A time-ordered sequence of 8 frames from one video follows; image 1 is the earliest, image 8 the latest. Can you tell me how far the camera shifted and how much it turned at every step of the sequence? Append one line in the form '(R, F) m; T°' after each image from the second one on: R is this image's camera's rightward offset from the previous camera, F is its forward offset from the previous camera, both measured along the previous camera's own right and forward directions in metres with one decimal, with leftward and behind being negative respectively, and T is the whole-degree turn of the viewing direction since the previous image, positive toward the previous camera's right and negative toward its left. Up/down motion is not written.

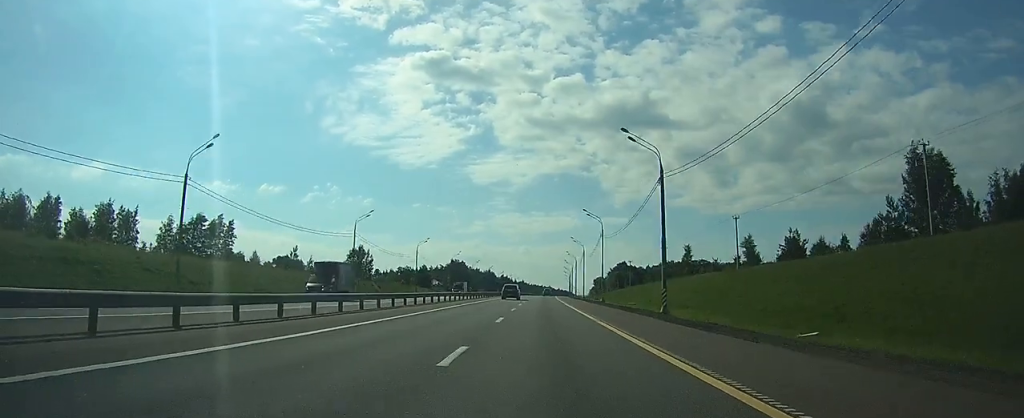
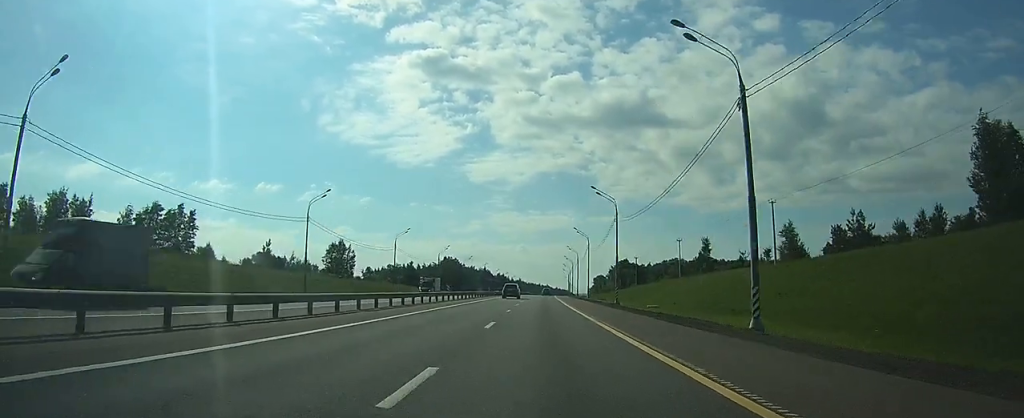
(+0.1, +15.3) m; 0°
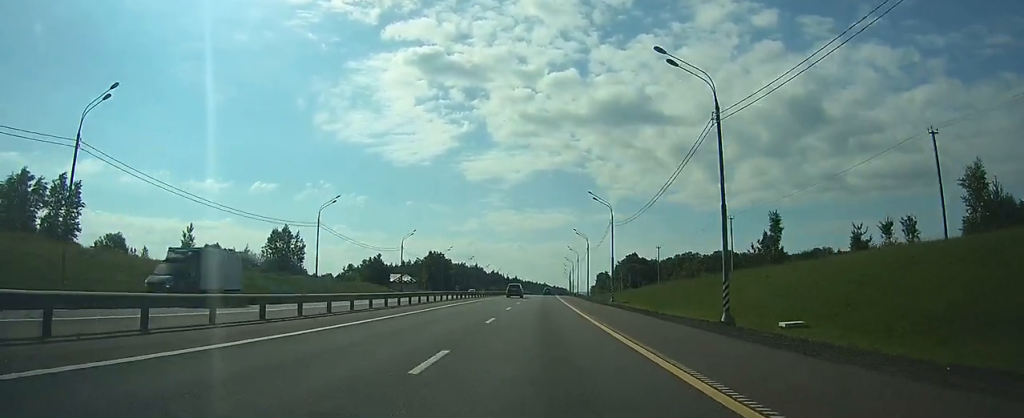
(0.0, +33.8) m; 0°
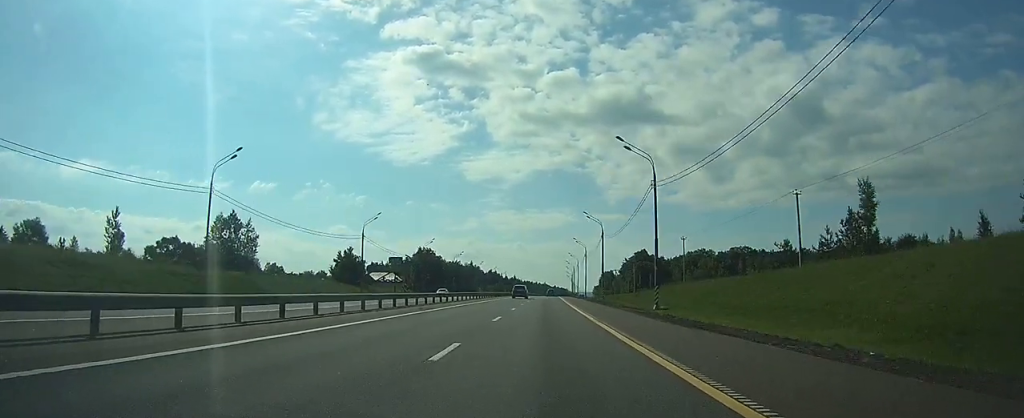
(+0.1, +22.7) m; 0°
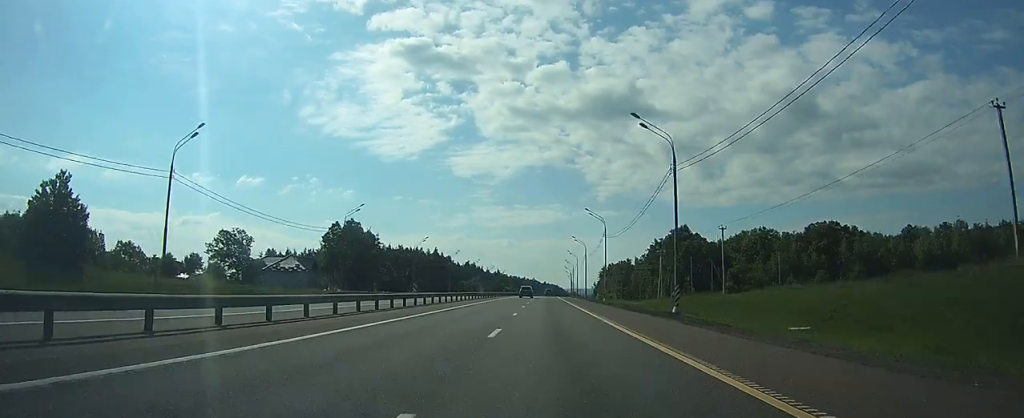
(+0.2, +79.1) m; +1°
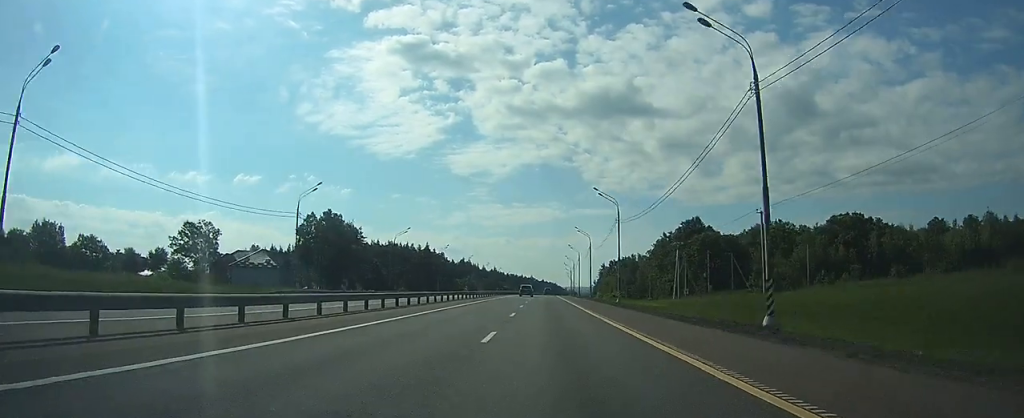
(+0.1, +13.7) m; 0°
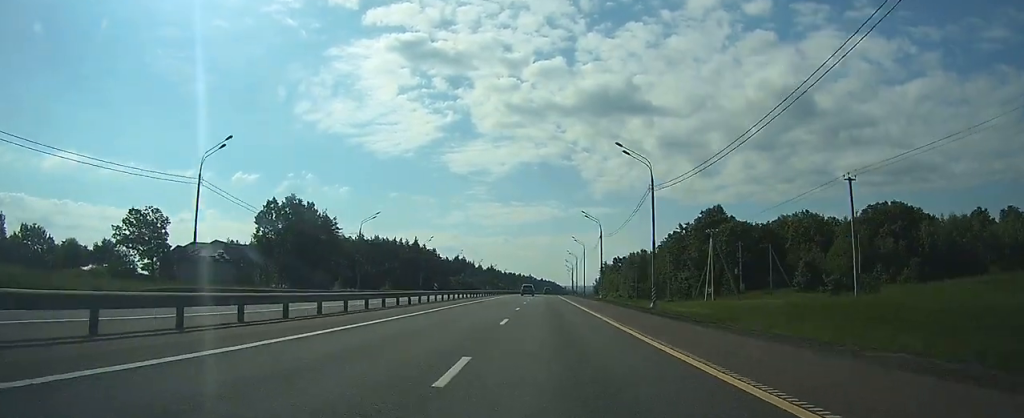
(+0.1, +18.0) m; 0°
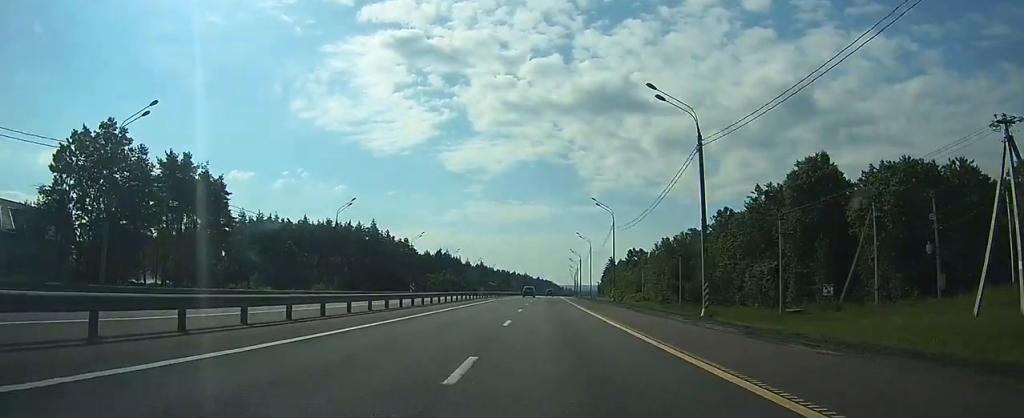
(+0.2, +47.8) m; 0°
